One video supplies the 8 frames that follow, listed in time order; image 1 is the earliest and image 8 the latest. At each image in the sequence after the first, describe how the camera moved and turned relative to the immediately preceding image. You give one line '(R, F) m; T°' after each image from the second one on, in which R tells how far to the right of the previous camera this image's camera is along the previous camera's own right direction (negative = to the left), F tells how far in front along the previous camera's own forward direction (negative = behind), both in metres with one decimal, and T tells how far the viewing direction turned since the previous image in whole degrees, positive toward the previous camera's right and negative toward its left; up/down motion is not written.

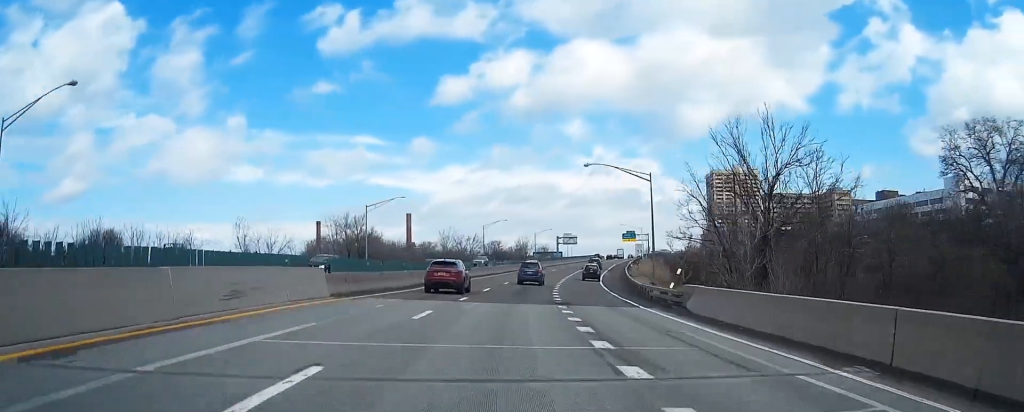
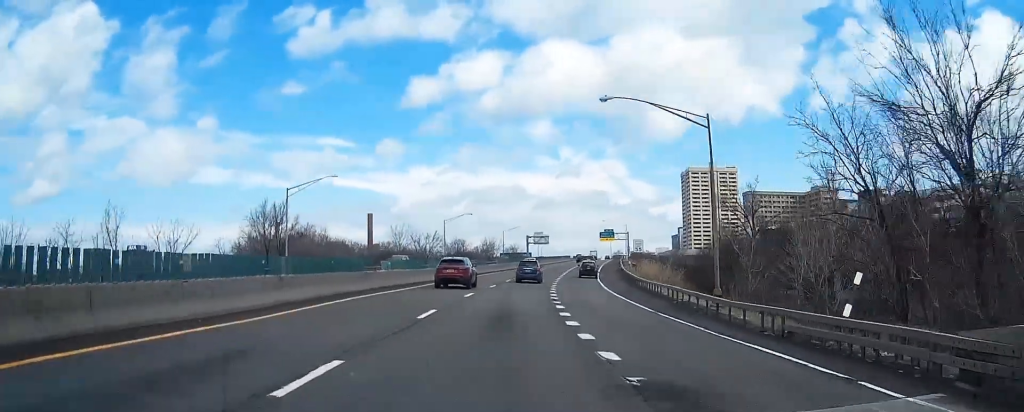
(+2.4, +22.5) m; +5°
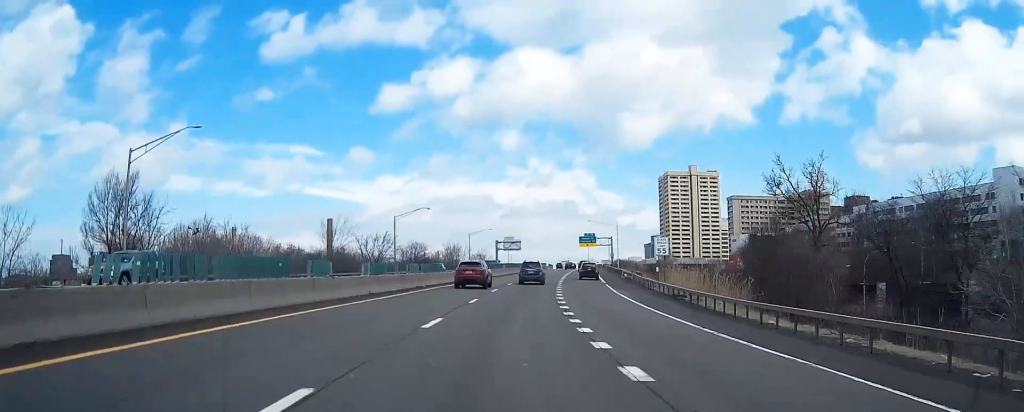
(+0.5, +27.2) m; +1°
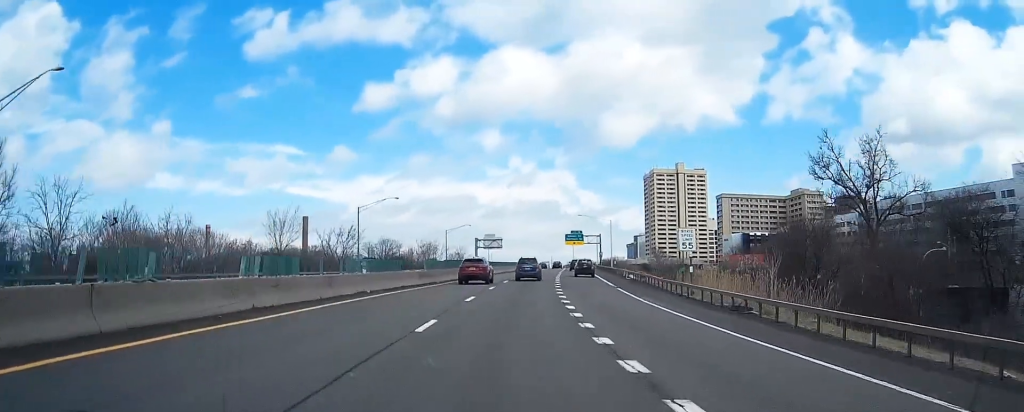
(0.0, +14.0) m; 0°
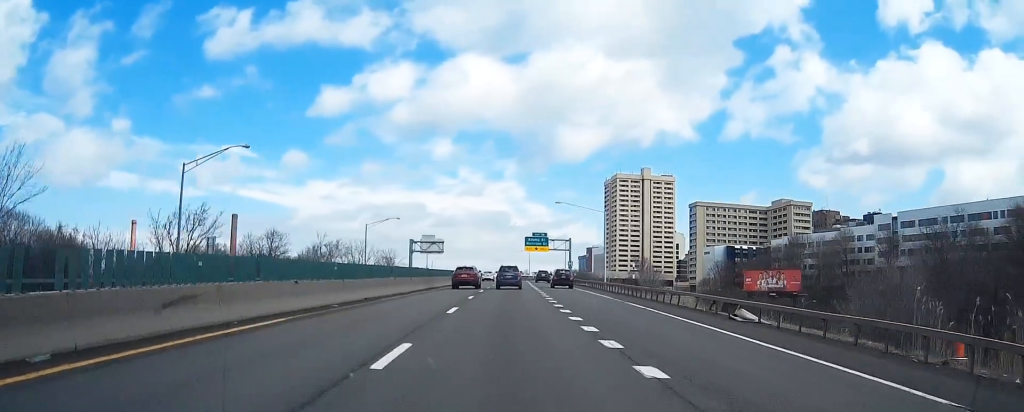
(0.0, +41.0) m; 0°
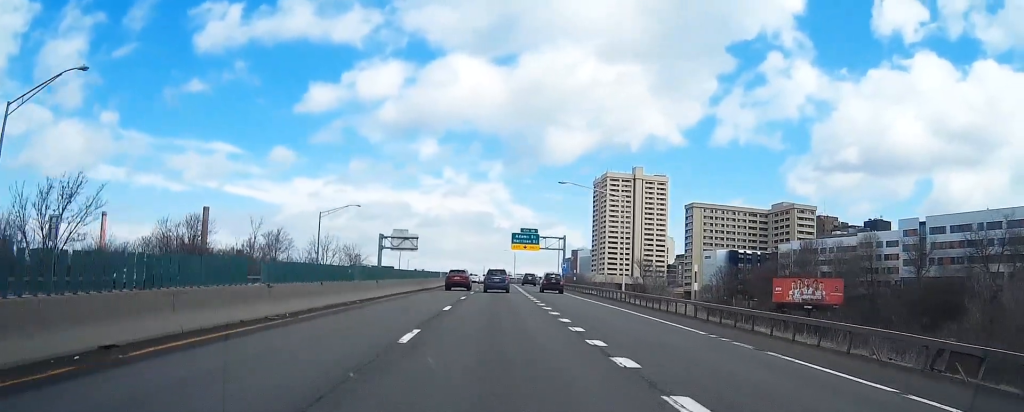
(0.0, +20.4) m; 0°
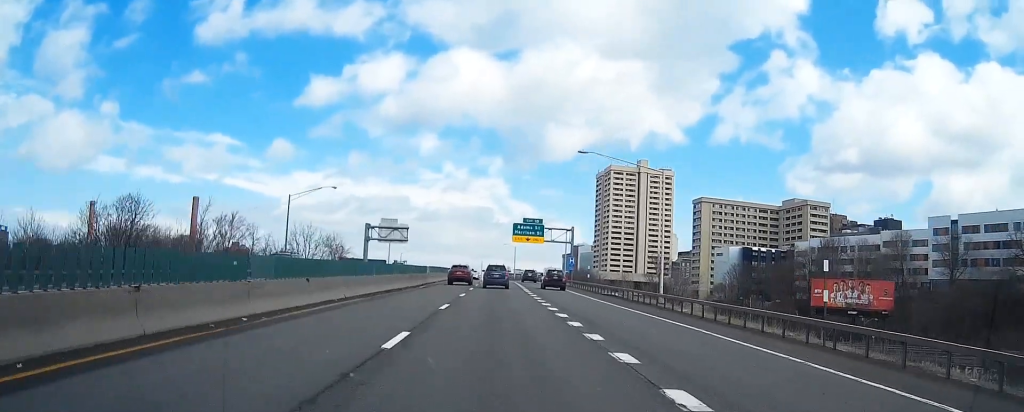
(0.0, +13.9) m; 0°
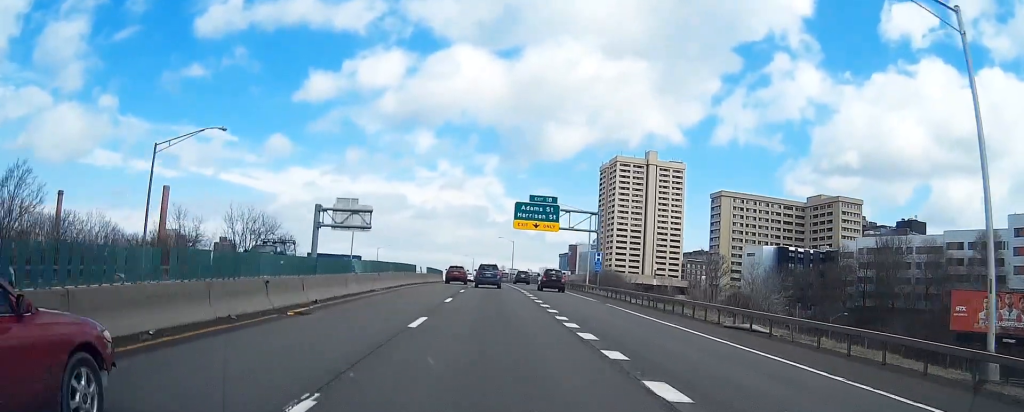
(0.0, +32.2) m; 0°
